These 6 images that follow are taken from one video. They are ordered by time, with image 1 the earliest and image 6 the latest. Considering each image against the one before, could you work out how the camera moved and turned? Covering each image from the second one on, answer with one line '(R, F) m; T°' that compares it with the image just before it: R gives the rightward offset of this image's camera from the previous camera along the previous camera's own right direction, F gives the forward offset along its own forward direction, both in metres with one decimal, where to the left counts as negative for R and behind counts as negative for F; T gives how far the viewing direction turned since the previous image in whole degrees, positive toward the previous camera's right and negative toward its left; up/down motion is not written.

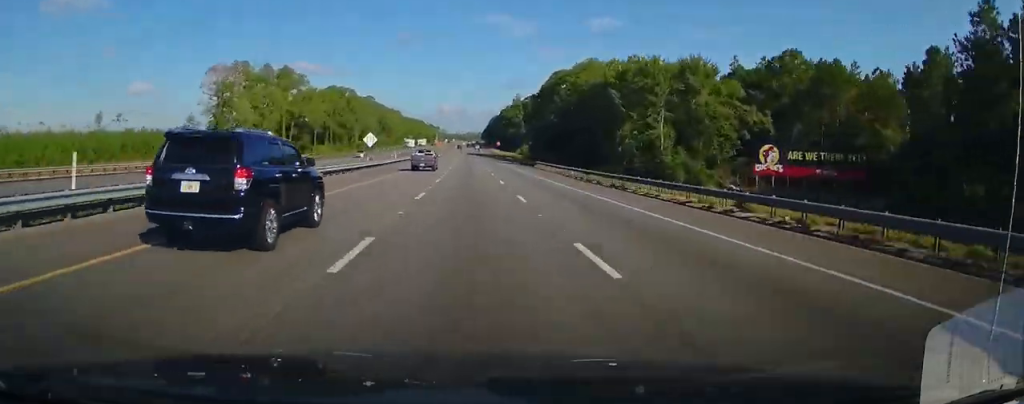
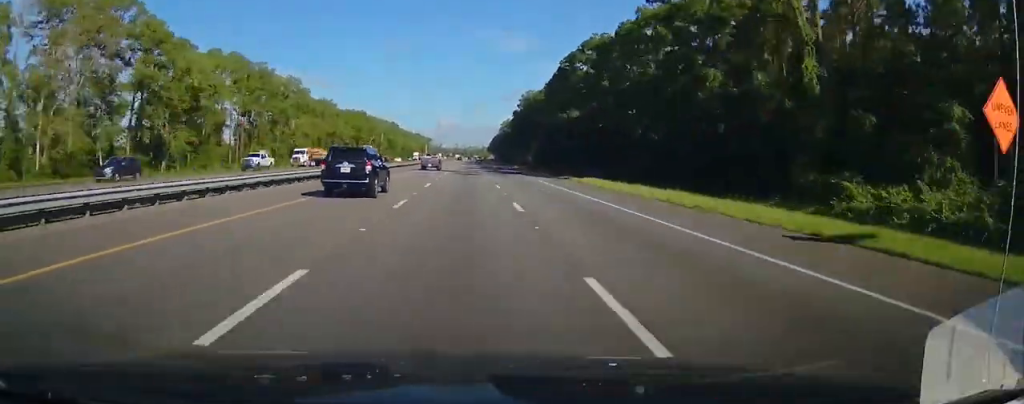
(+0.7, +206.8) m; 0°
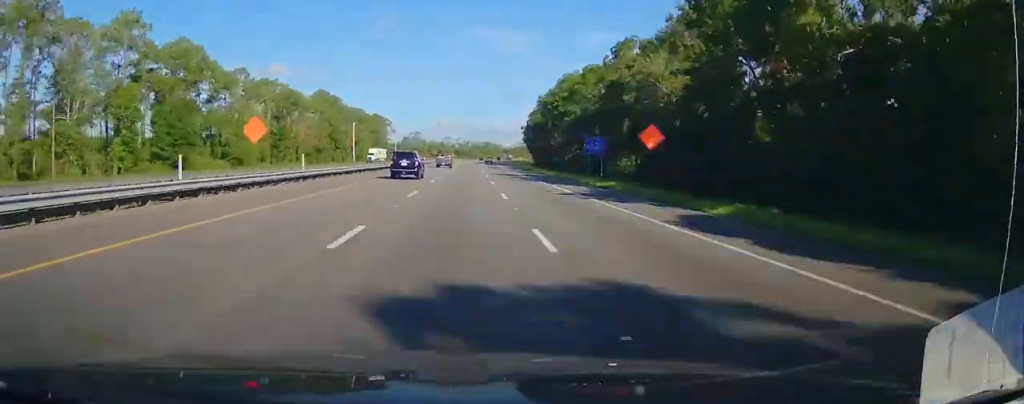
(+0.4, +337.6) m; +1°
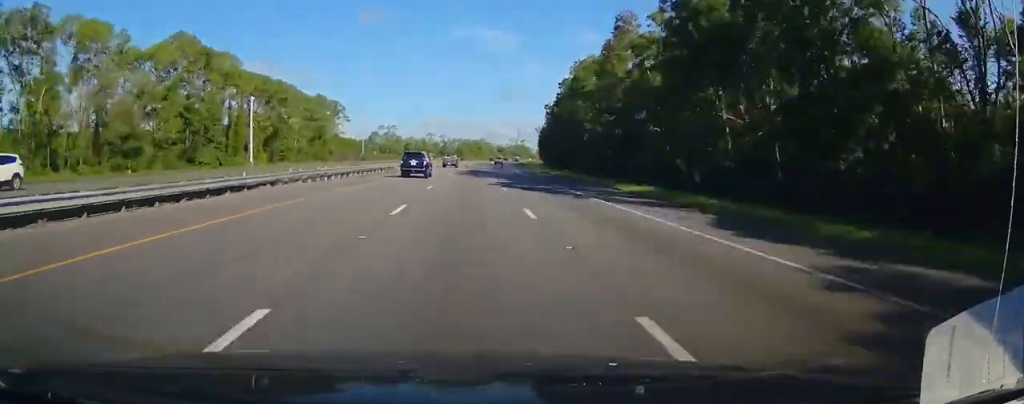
(+0.4, +93.6) m; +2°
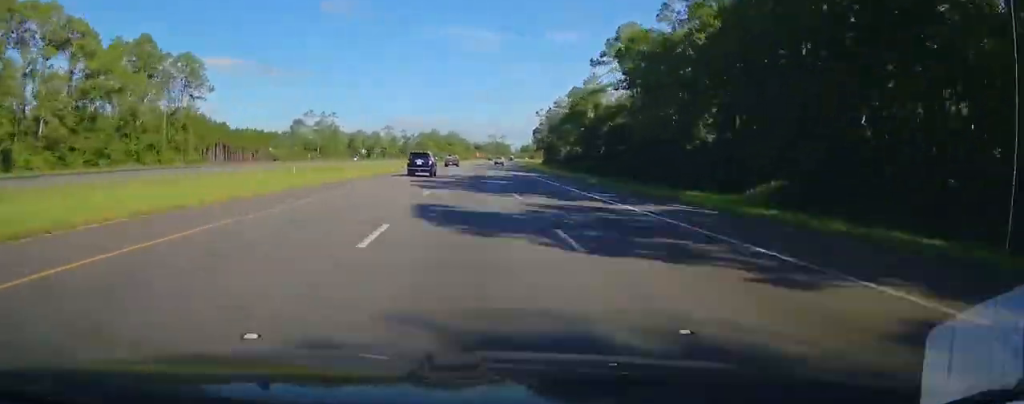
(+2.0, +103.9) m; +3°
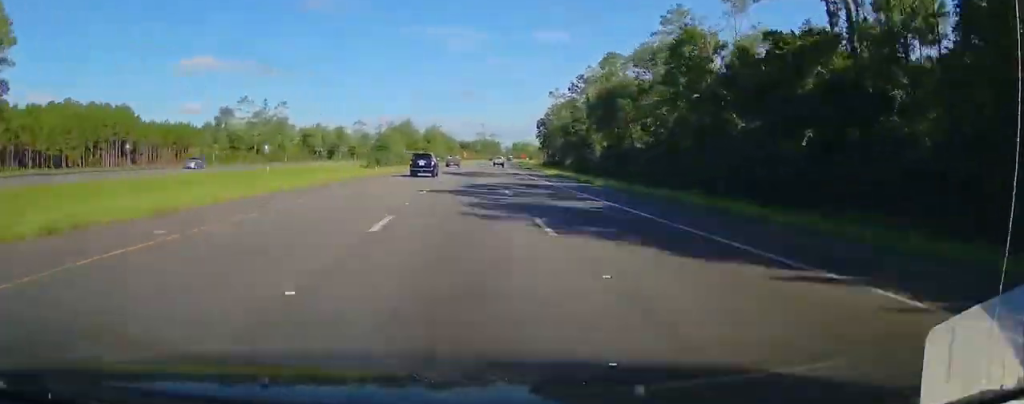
(+1.6, +64.7) m; +2°
